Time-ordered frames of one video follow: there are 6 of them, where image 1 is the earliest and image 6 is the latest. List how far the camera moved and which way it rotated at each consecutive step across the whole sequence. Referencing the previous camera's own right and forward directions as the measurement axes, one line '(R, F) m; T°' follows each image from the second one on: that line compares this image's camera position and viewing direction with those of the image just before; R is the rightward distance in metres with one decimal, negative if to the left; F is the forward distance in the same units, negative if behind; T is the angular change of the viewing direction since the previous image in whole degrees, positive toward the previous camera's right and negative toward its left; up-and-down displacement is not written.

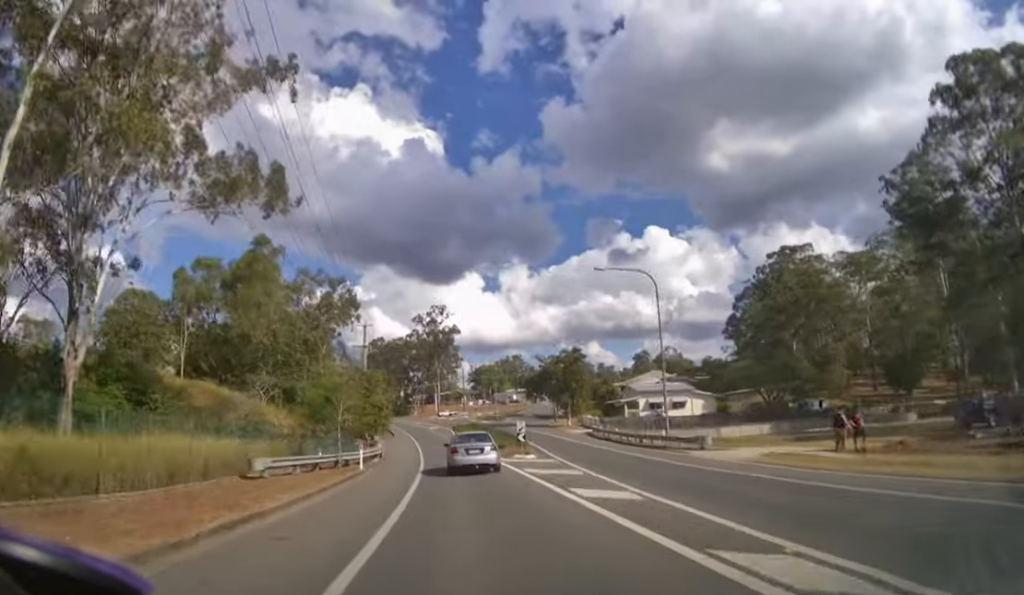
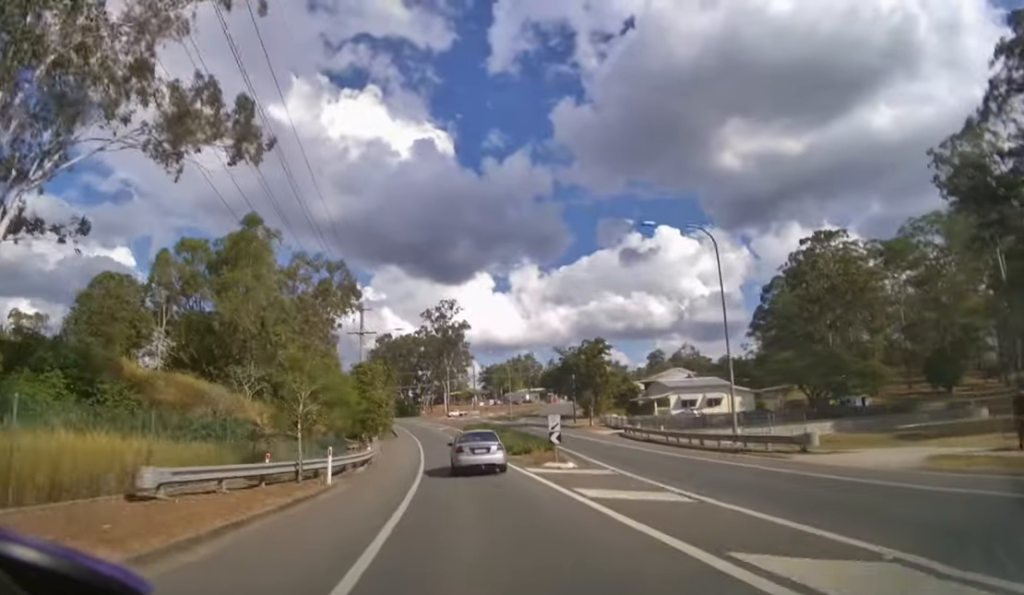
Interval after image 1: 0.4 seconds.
(-0.1, +7.2) m; -1°
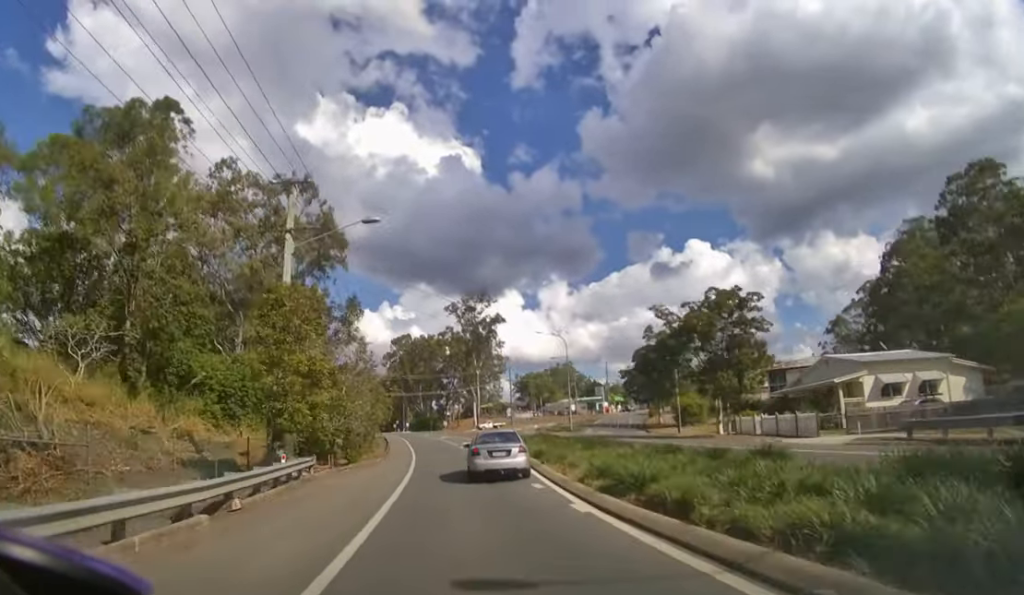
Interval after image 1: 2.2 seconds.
(-1.0, +27.3) m; -4°
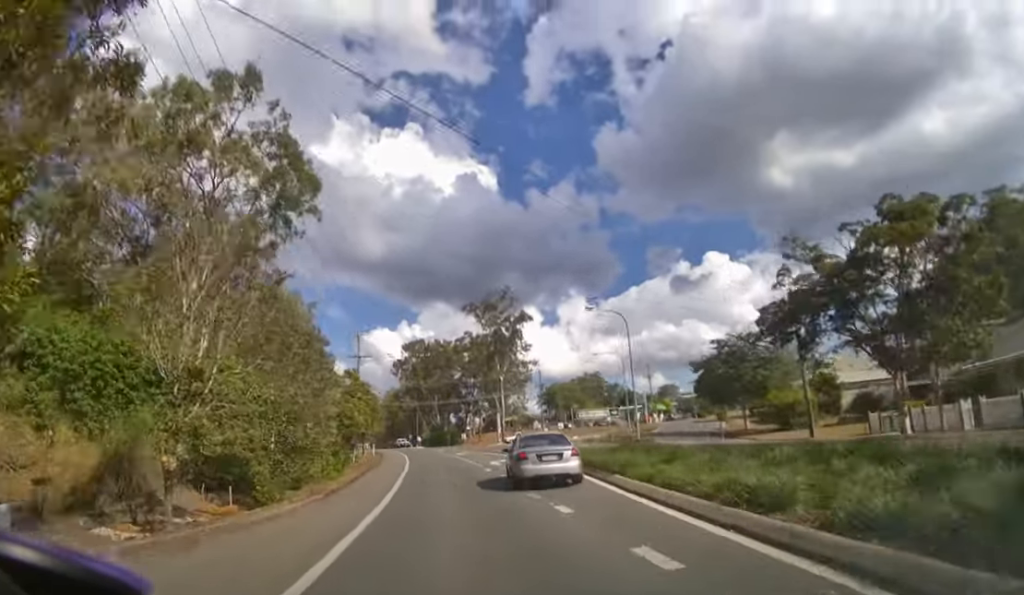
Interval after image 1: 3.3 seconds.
(-0.4, +15.7) m; -3°
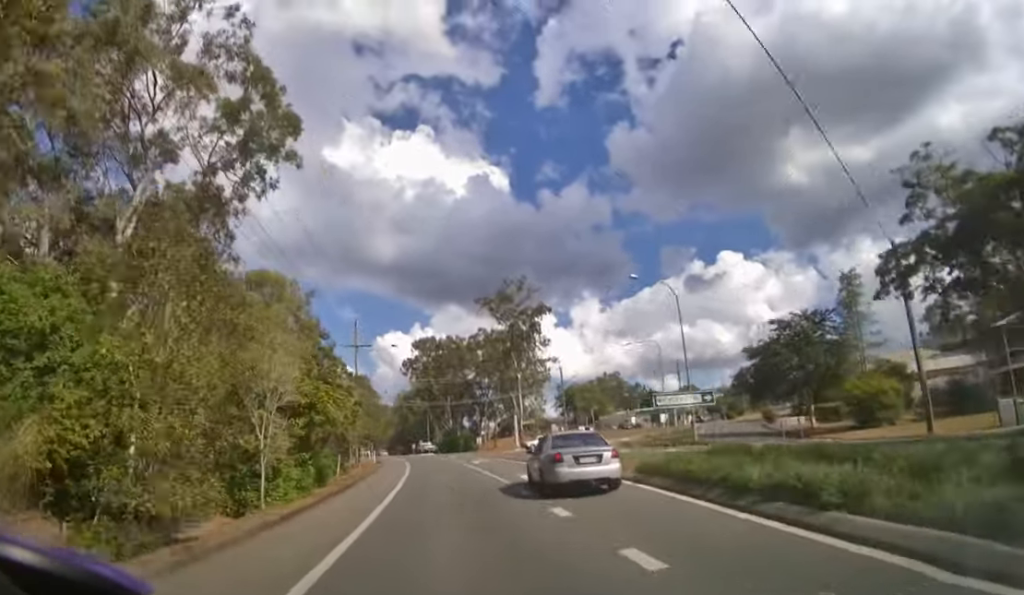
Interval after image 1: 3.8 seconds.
(0.0, +7.0) m; -1°
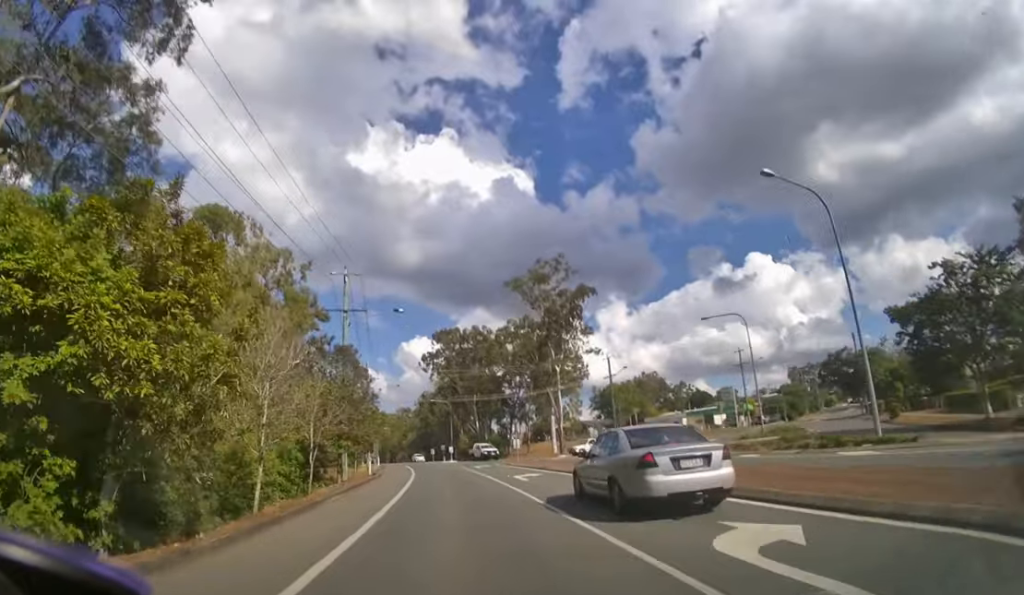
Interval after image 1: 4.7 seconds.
(-0.2, +12.5) m; -3°
